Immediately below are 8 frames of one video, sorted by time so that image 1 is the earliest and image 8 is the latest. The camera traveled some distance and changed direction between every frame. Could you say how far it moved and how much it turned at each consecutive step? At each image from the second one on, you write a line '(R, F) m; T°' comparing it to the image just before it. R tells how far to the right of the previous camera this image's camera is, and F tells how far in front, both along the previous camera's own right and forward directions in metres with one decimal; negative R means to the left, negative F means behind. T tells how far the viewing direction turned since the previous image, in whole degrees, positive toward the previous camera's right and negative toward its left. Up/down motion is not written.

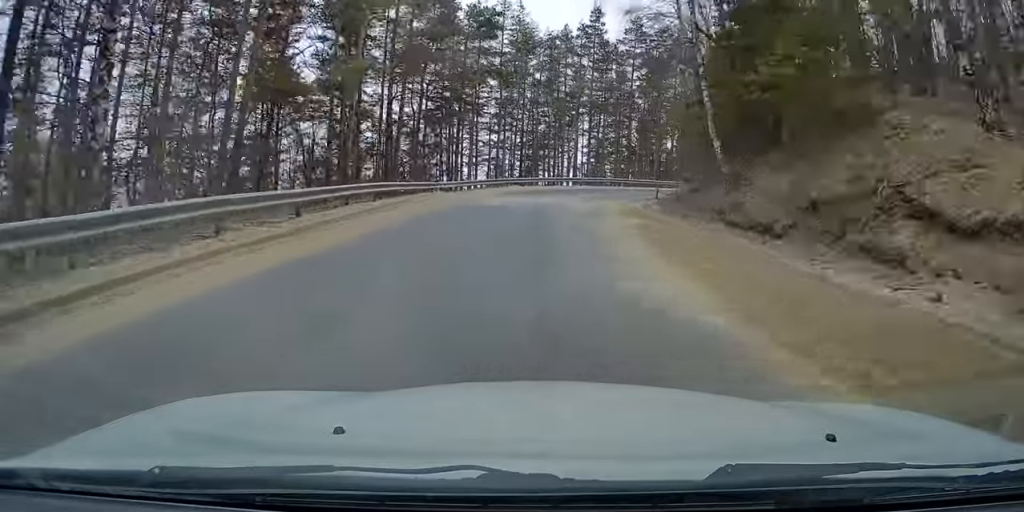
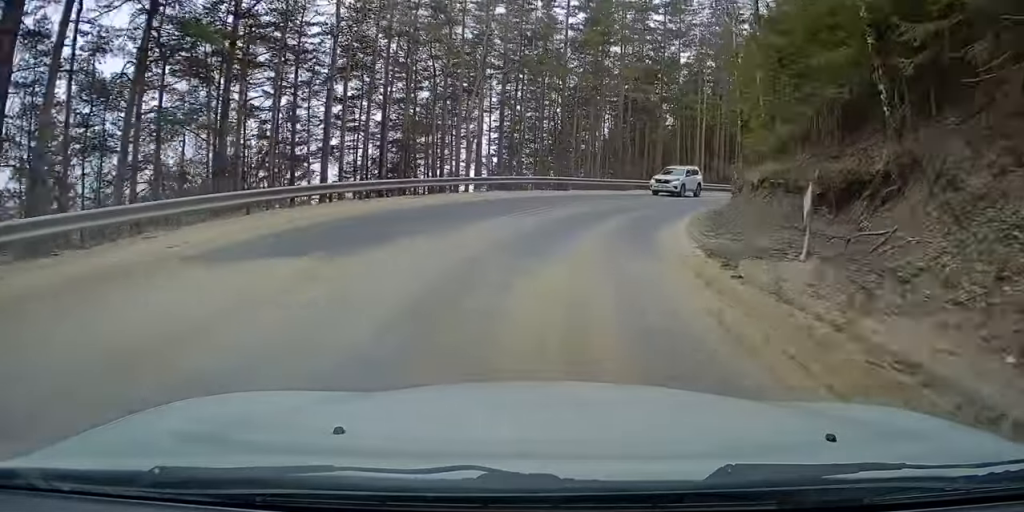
(+2.0, +25.3) m; +9°
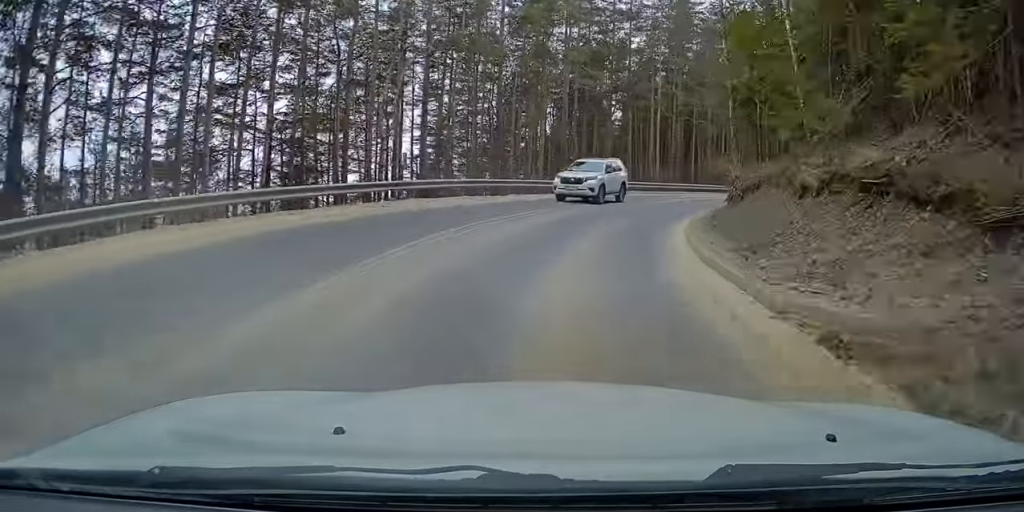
(-0.3, +7.2) m; +3°
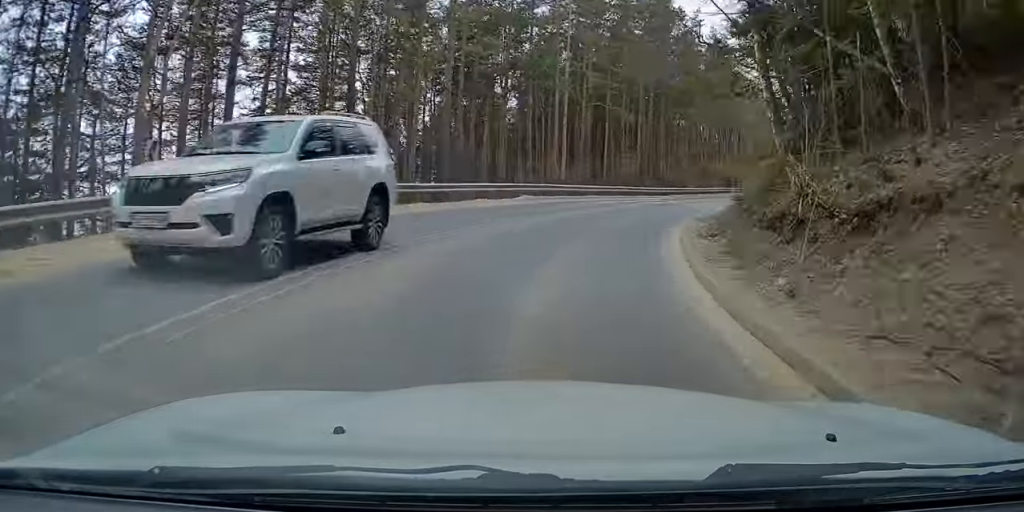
(+1.1, +11.0) m; +7°
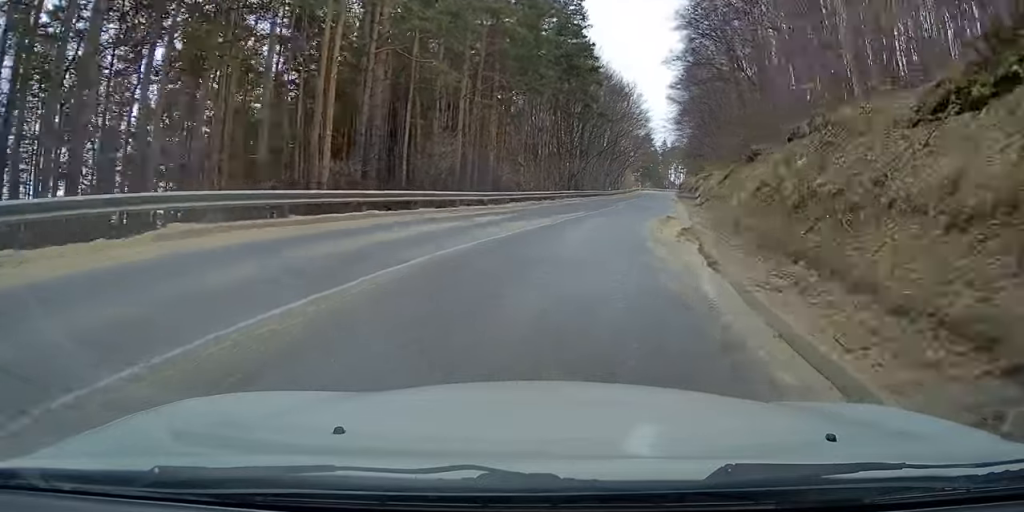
(+1.8, +18.5) m; +12°
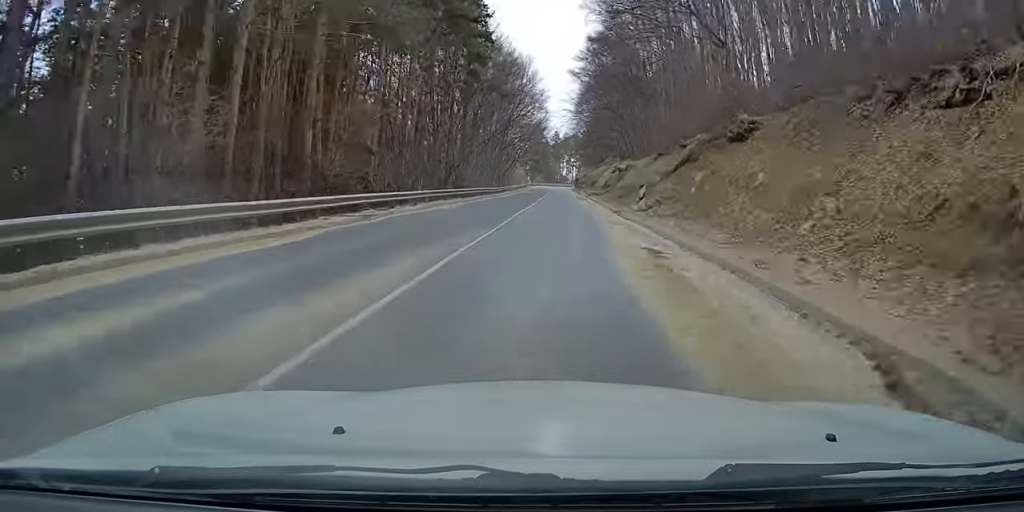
(+1.3, +16.1) m; +6°
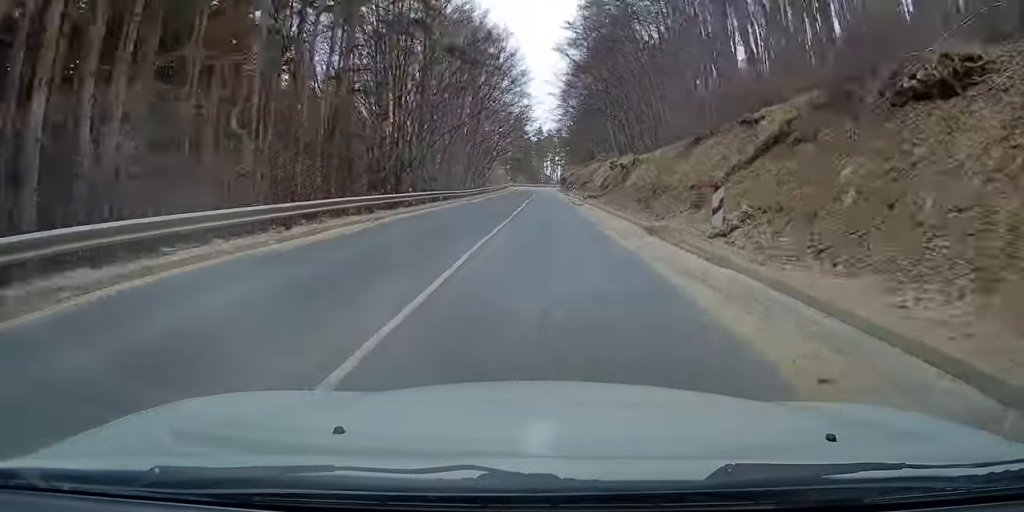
(+0.4, +13.5) m; +3°
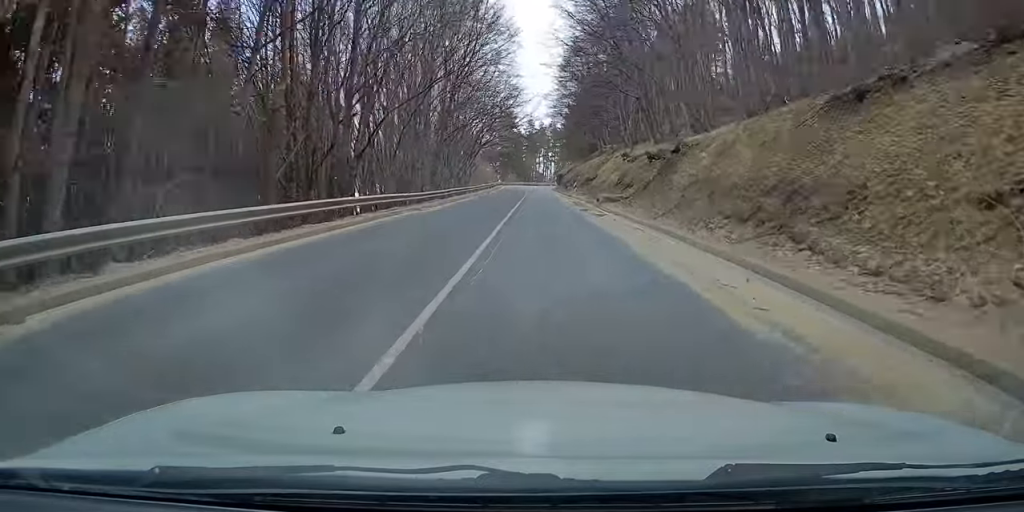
(+0.3, +14.8) m; +1°
